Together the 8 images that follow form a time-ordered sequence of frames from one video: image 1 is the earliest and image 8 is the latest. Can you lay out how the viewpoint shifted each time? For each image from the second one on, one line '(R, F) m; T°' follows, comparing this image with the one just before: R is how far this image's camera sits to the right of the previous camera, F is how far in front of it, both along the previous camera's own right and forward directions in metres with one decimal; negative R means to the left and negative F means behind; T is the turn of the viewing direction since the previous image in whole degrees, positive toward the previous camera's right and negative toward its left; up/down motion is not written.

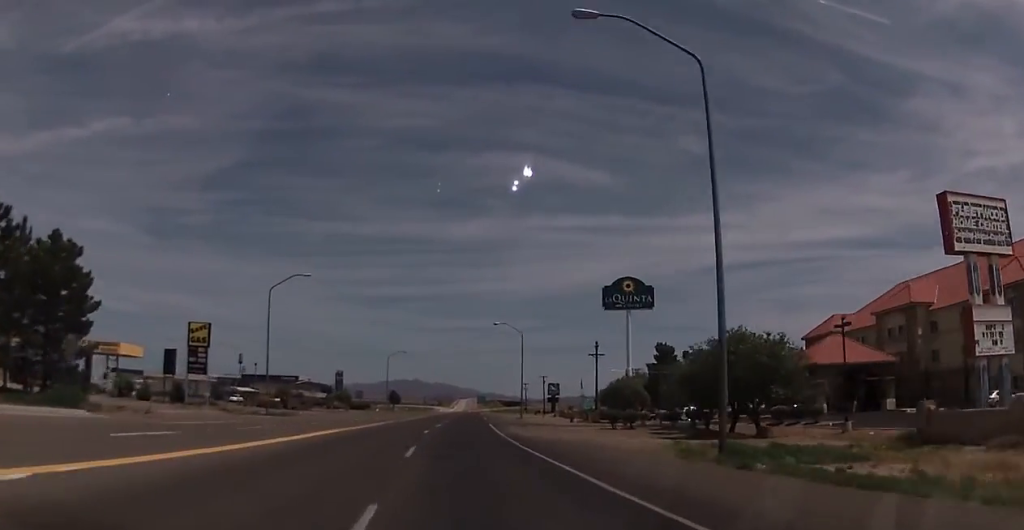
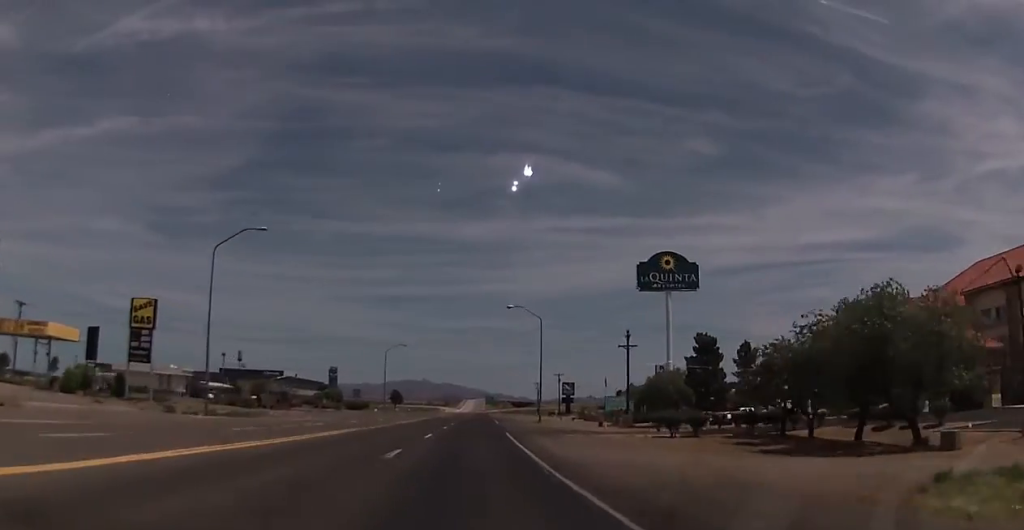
(-0.2, +16.1) m; -1°
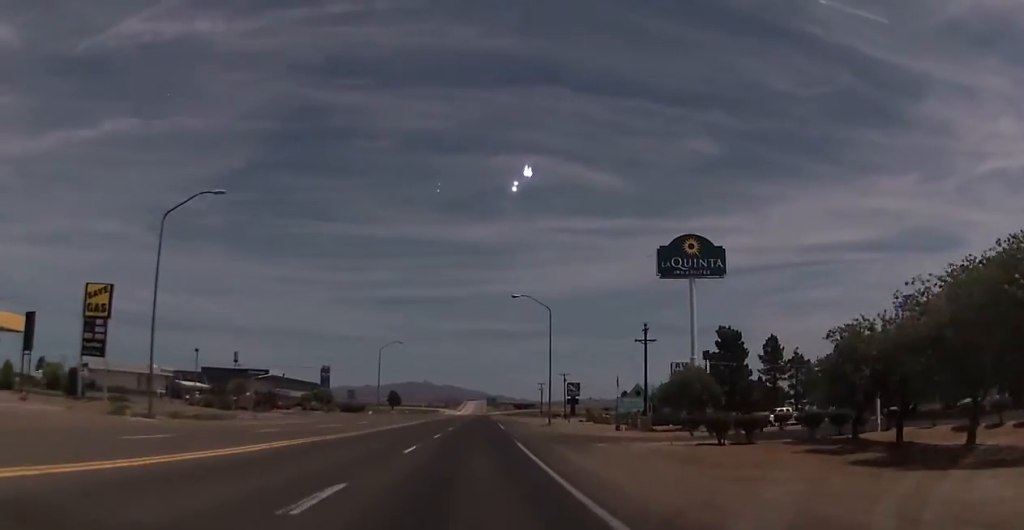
(0.0, +8.7) m; 0°
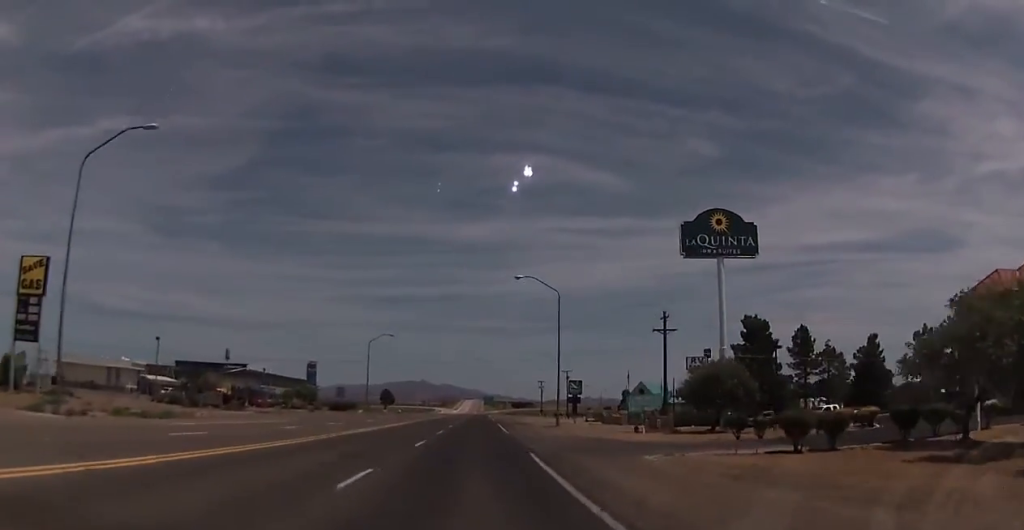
(0.0, +9.3) m; 0°
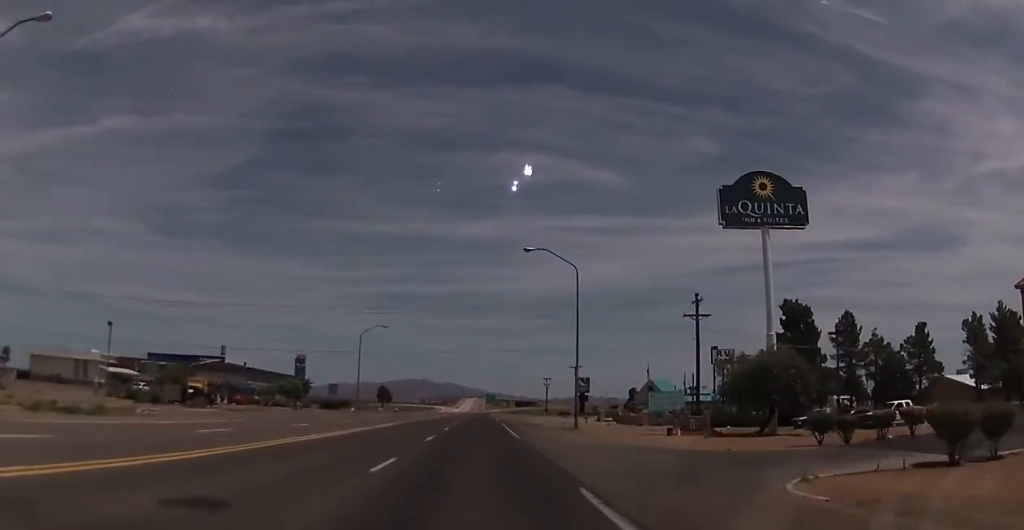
(0.0, +9.9) m; 0°
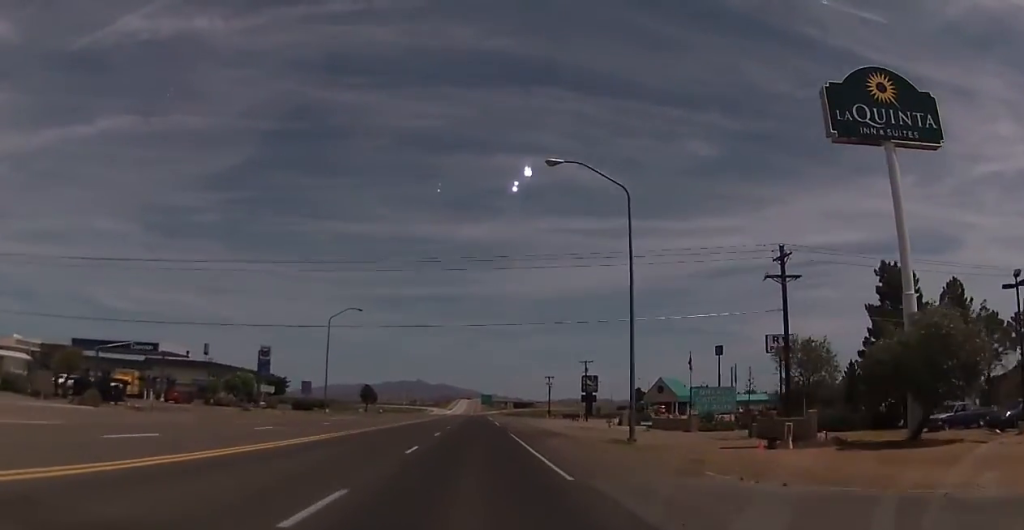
(0.0, +18.6) m; 0°
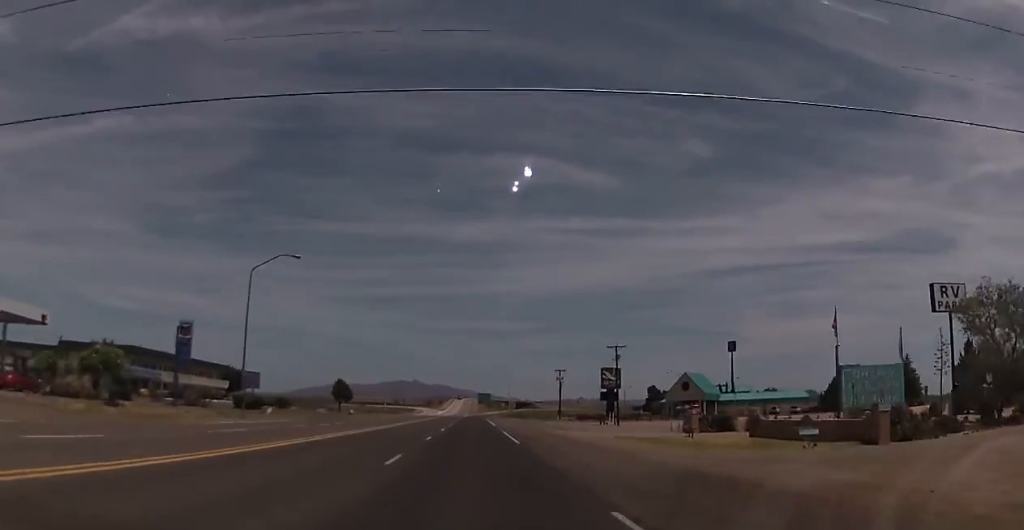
(0.0, +28.6) m; +1°
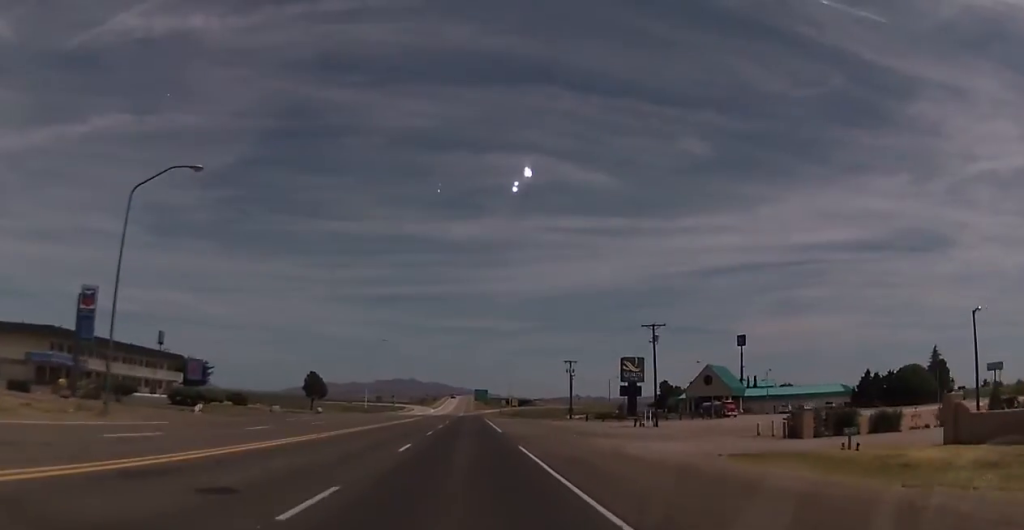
(+0.2, +20.6) m; +1°
